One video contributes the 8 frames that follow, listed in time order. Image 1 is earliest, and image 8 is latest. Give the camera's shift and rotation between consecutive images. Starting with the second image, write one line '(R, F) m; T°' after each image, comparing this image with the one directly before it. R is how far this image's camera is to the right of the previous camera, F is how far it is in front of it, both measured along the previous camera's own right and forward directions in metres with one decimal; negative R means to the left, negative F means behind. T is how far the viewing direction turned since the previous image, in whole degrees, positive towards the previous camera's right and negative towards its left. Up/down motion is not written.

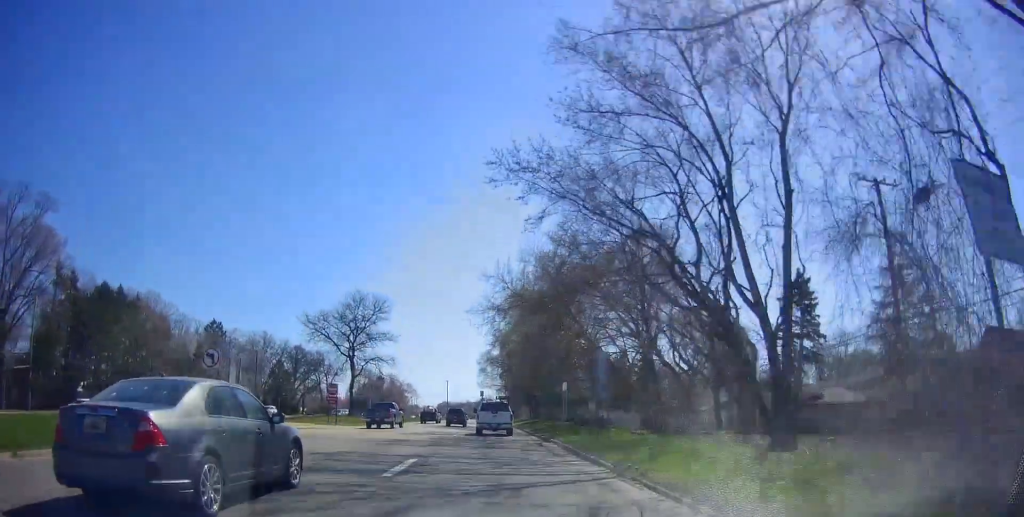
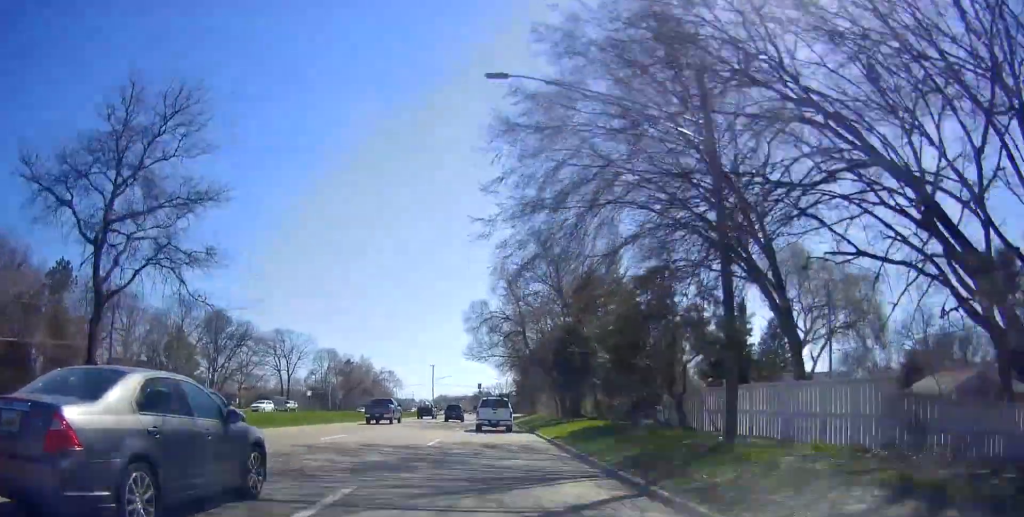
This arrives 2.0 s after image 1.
(-0.4, +42.6) m; +1°
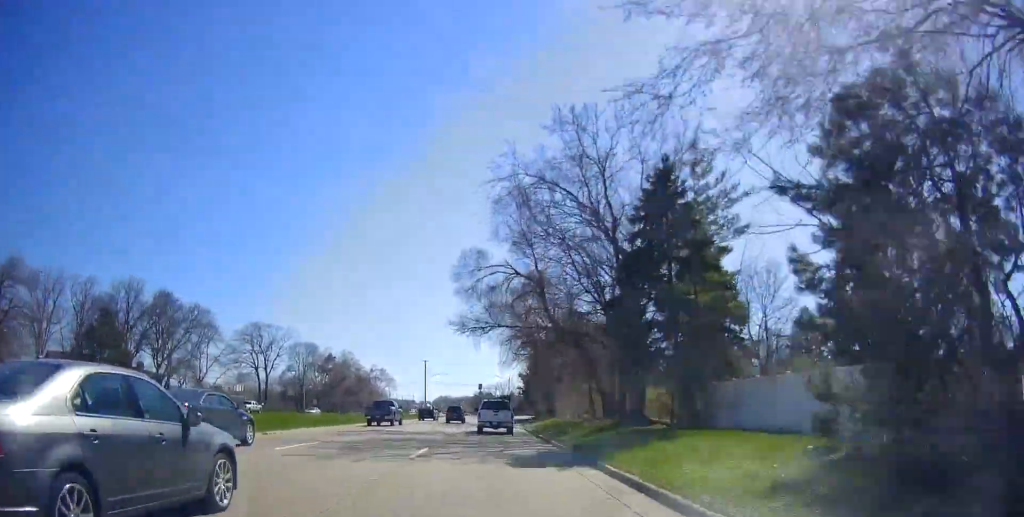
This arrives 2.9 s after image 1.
(+0.3, +19.5) m; +1°
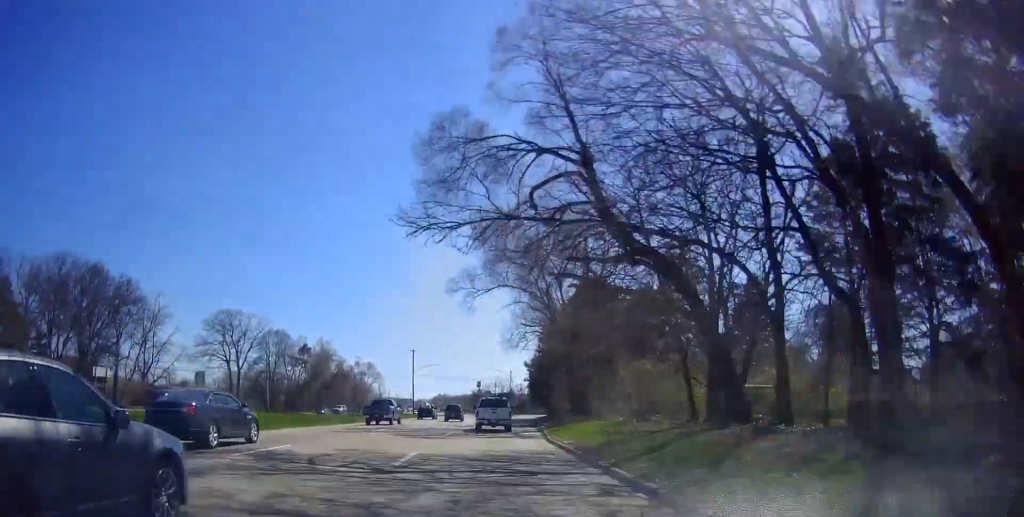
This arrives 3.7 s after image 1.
(+0.1, +18.9) m; -1°
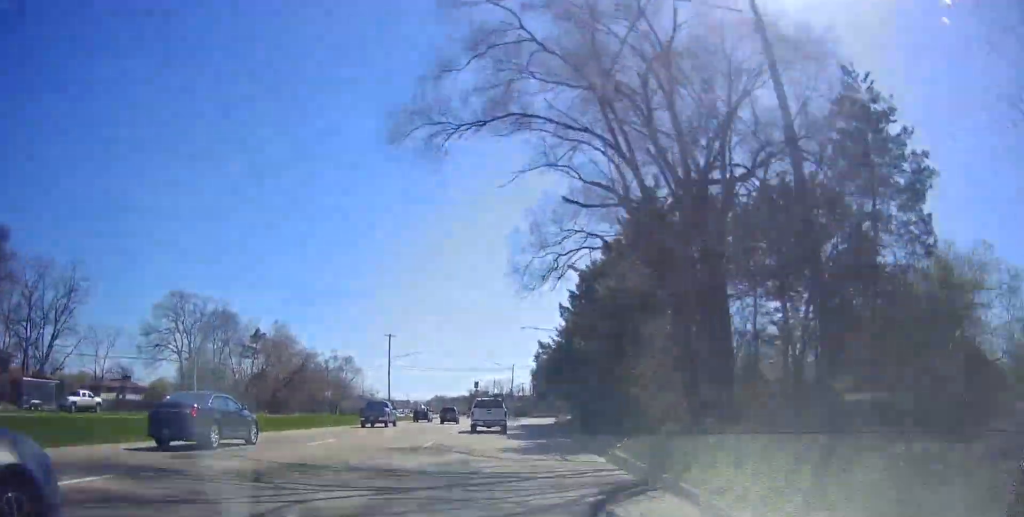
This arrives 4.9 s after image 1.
(-0.5, +24.8) m; -2°
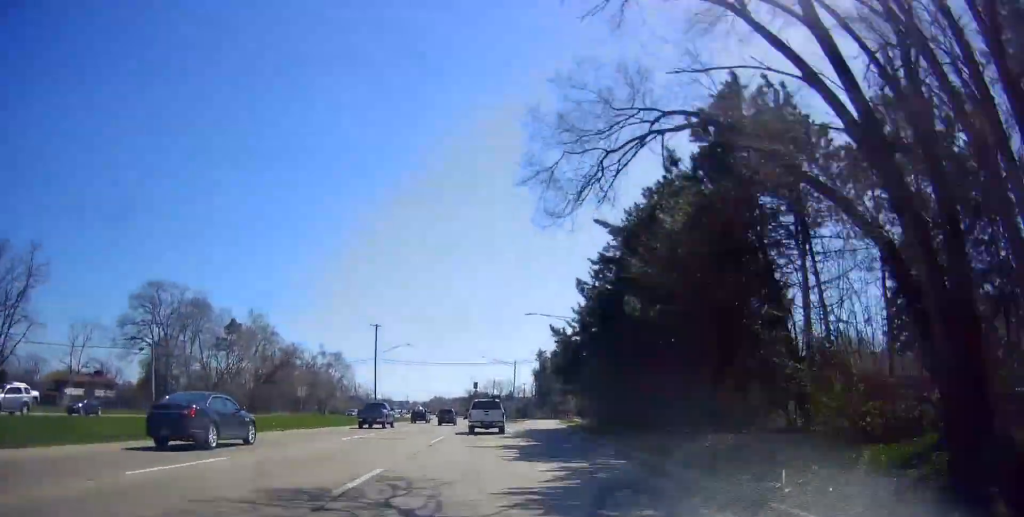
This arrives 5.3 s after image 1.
(0.0, +10.2) m; -1°
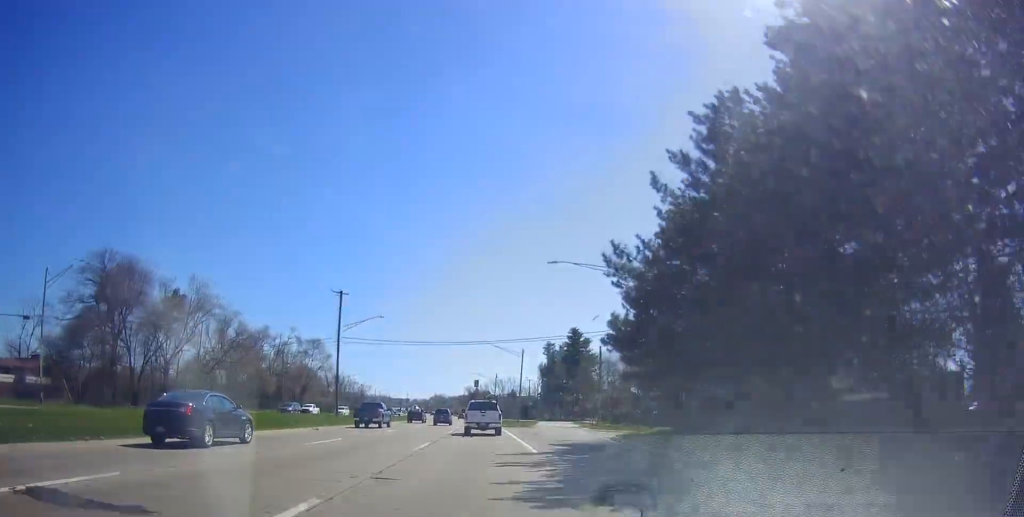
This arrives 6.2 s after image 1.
(-0.3, +19.6) m; +1°
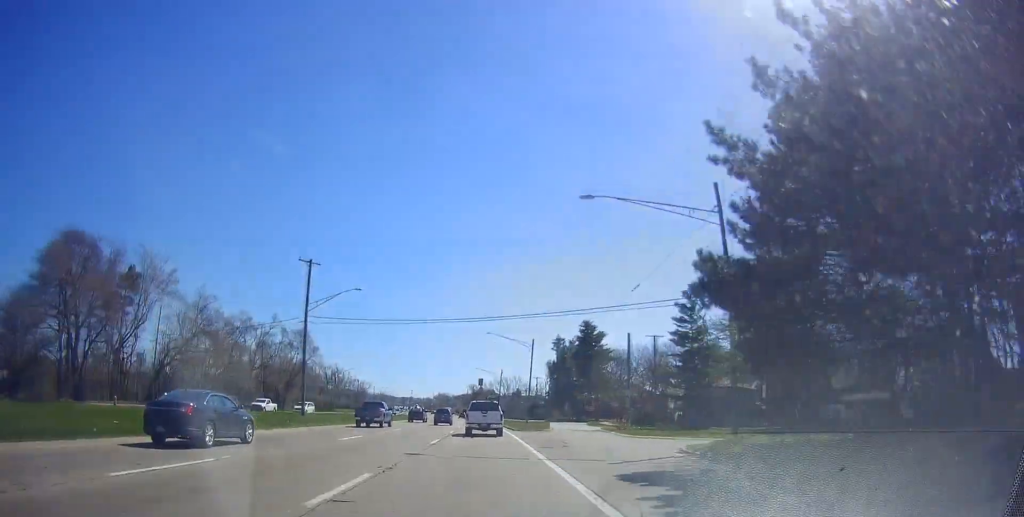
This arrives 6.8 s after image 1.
(+0.1, +11.6) m; +1°
